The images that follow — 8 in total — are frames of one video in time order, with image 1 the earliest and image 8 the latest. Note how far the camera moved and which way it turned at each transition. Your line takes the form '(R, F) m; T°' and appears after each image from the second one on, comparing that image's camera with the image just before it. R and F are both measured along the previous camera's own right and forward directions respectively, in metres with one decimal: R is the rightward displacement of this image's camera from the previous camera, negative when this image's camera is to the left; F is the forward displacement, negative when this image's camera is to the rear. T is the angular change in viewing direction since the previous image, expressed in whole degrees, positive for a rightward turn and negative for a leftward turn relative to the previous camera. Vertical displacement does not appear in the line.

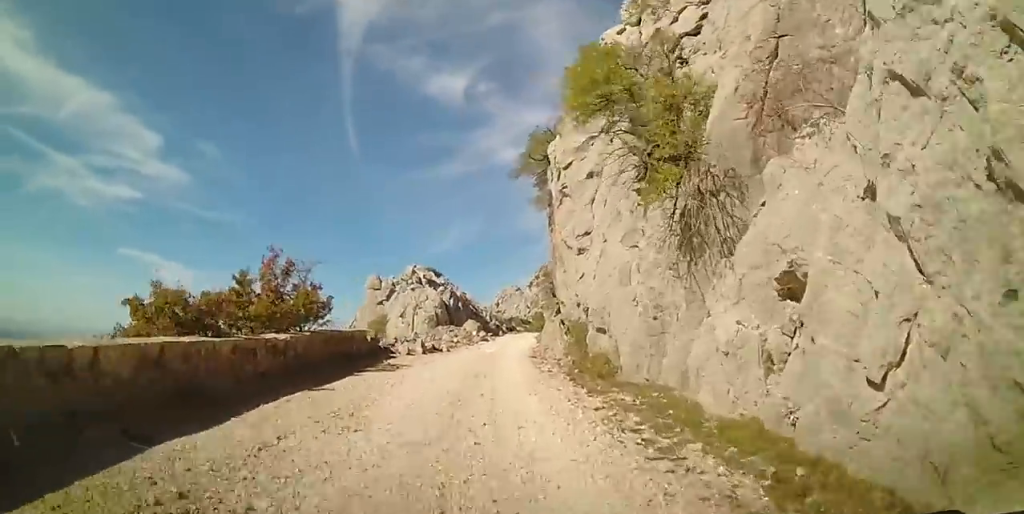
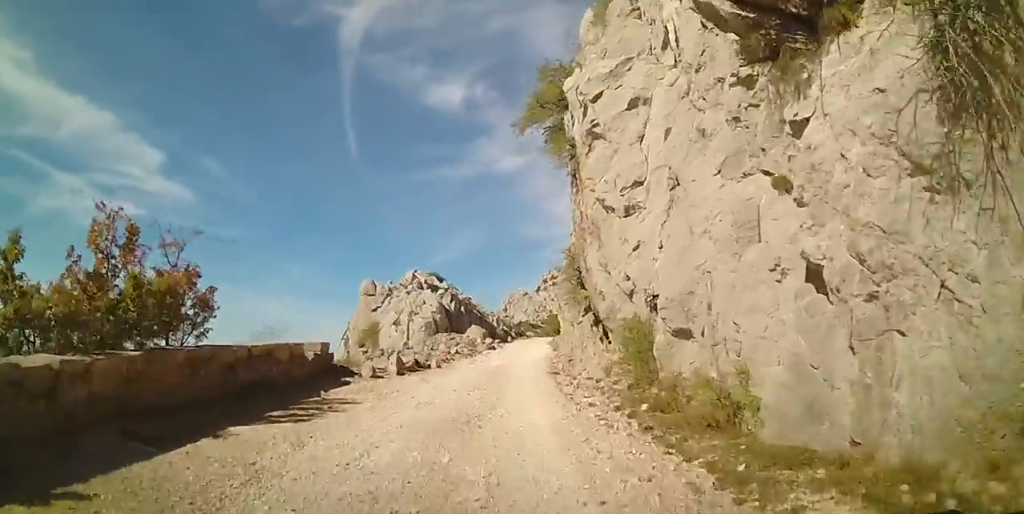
(+0.1, +6.3) m; -4°
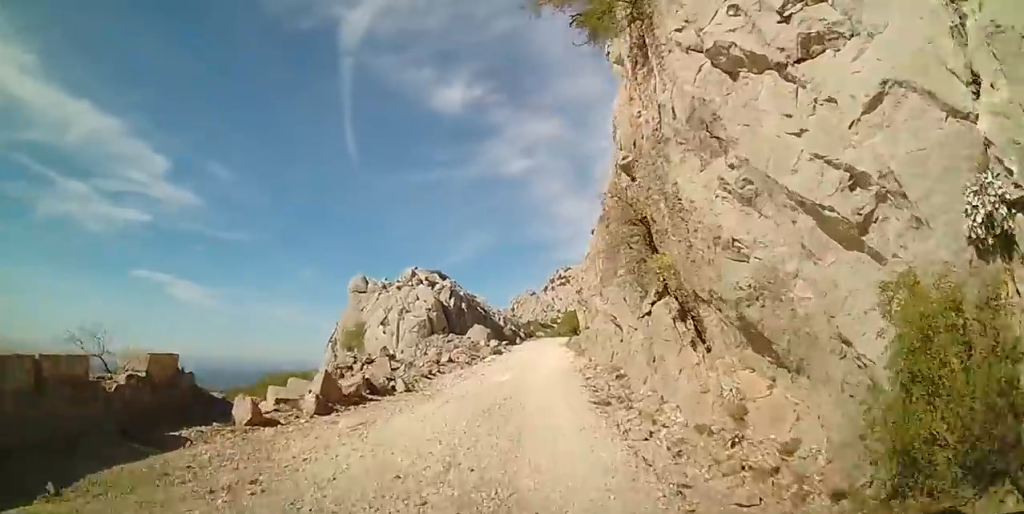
(-0.6, +6.9) m; 0°
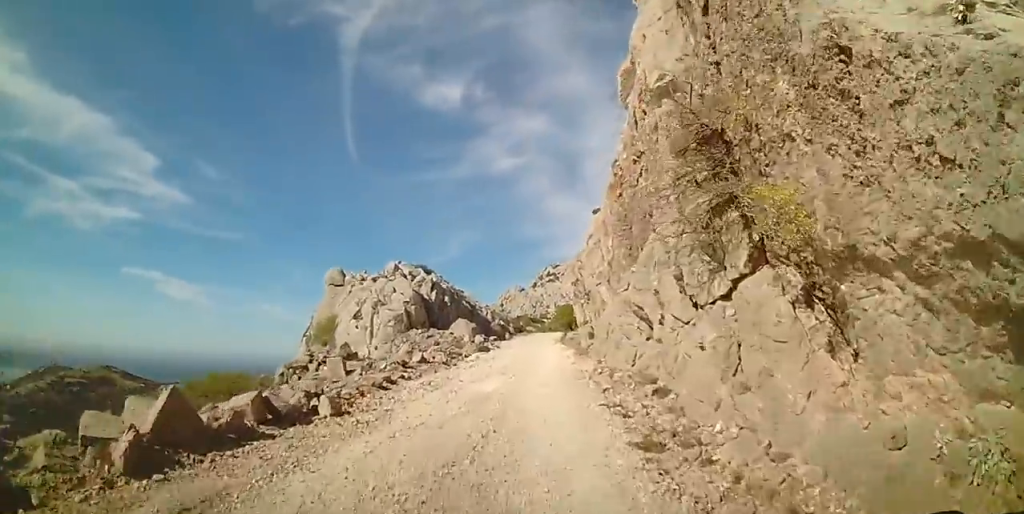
(+0.3, +3.9) m; +3°
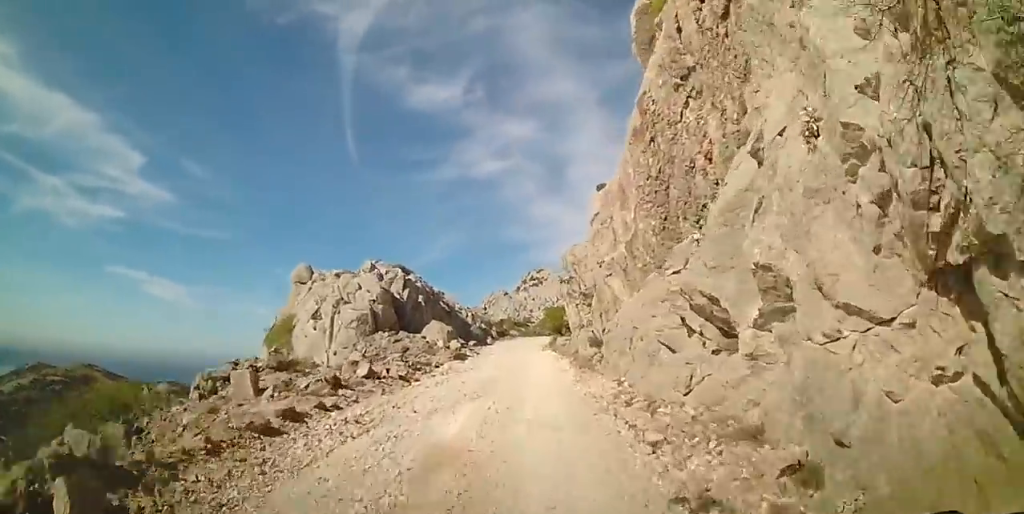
(+0.2, +4.3) m; +3°
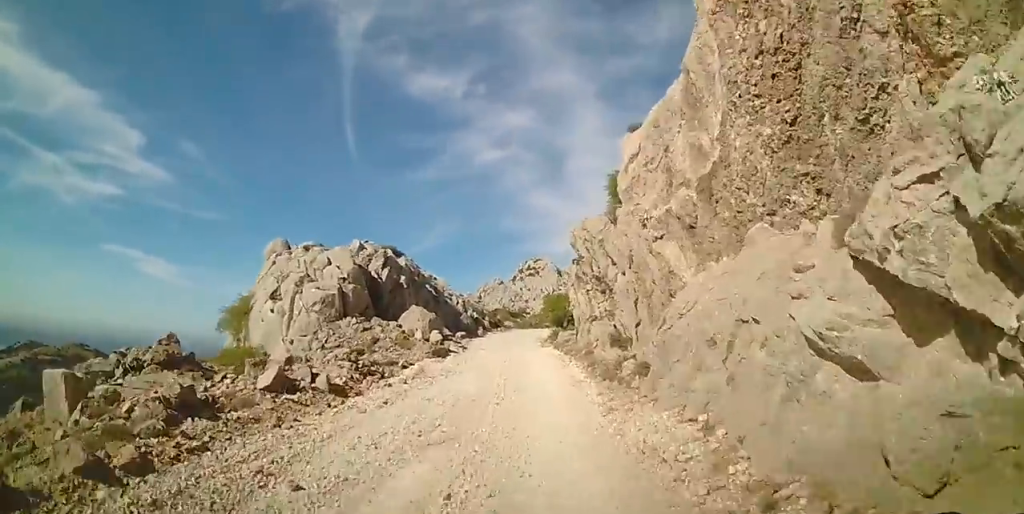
(0.0, +4.6) m; +3°
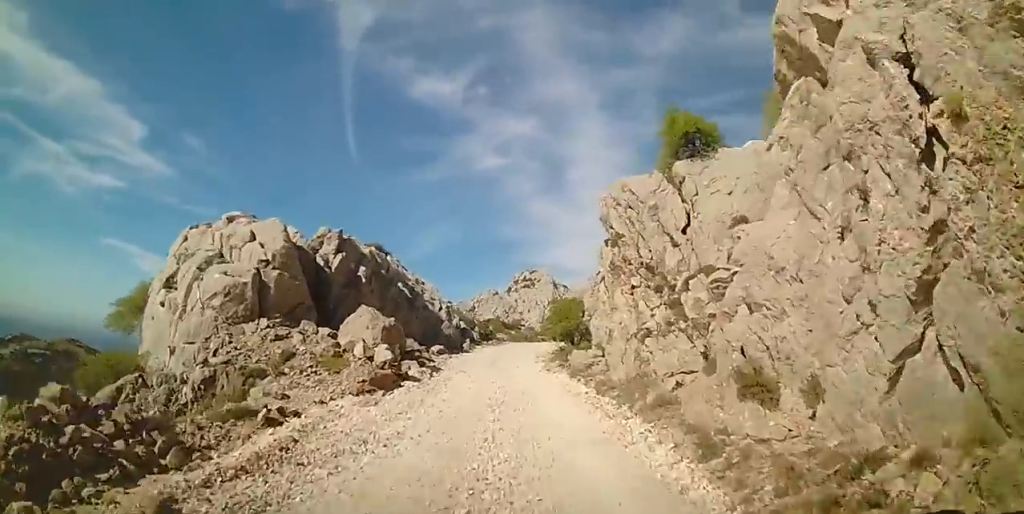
(+0.5, +7.8) m; +1°
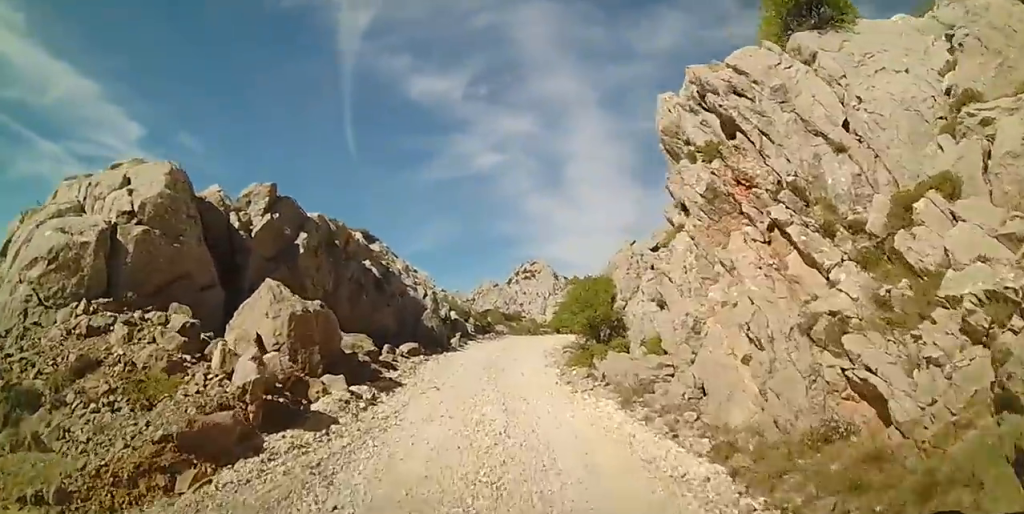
(-0.4, +6.8) m; -4°
